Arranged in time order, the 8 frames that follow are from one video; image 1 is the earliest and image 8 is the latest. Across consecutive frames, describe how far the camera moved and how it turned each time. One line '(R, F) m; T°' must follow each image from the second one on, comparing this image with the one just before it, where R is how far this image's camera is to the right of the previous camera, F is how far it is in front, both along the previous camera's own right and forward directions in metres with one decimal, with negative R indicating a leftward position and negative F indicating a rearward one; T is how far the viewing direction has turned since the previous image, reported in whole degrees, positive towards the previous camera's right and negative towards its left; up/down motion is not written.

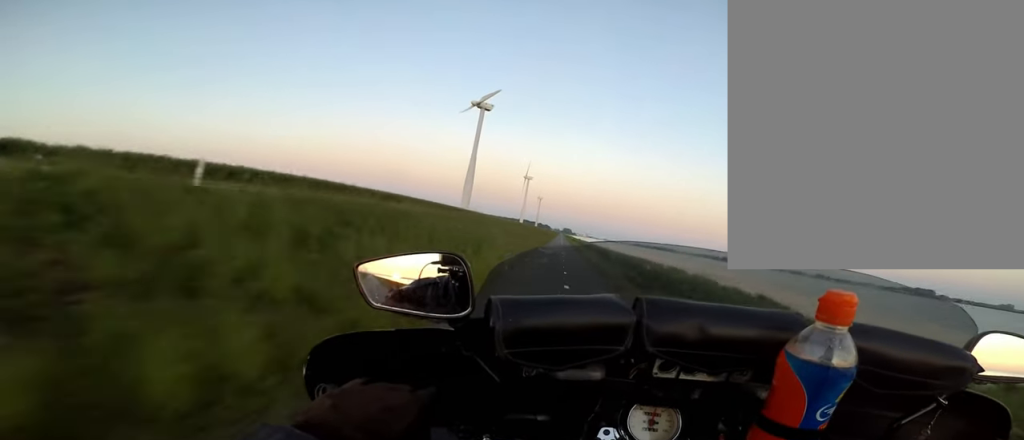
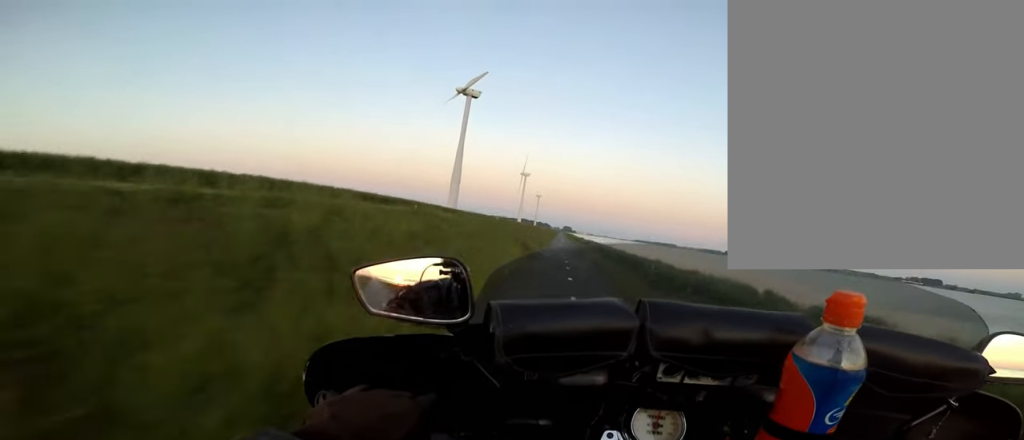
(+0.6, +19.5) m; -2°
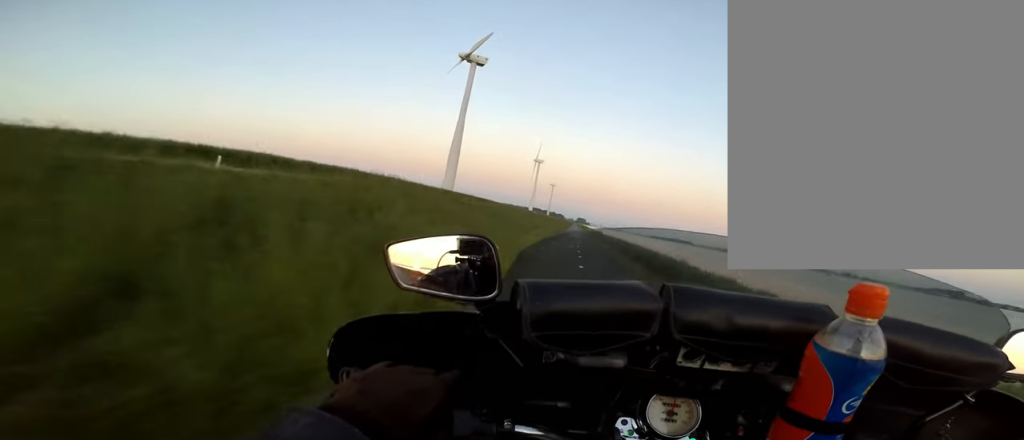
(-1.2, +23.5) m; -2°
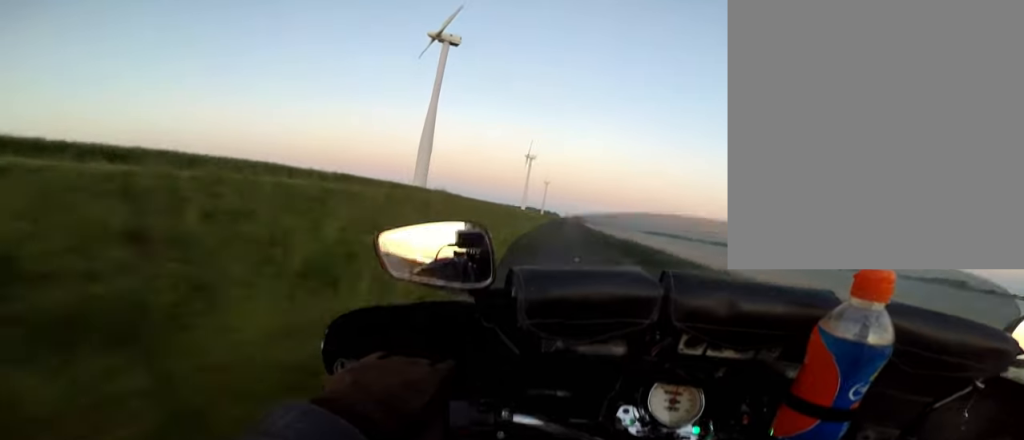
(+0.2, +19.2) m; -2°
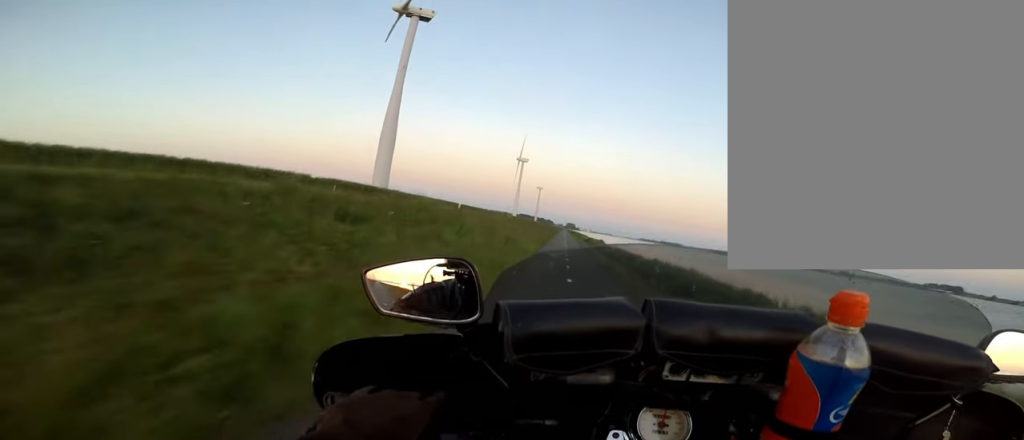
(-0.5, +20.0) m; 0°
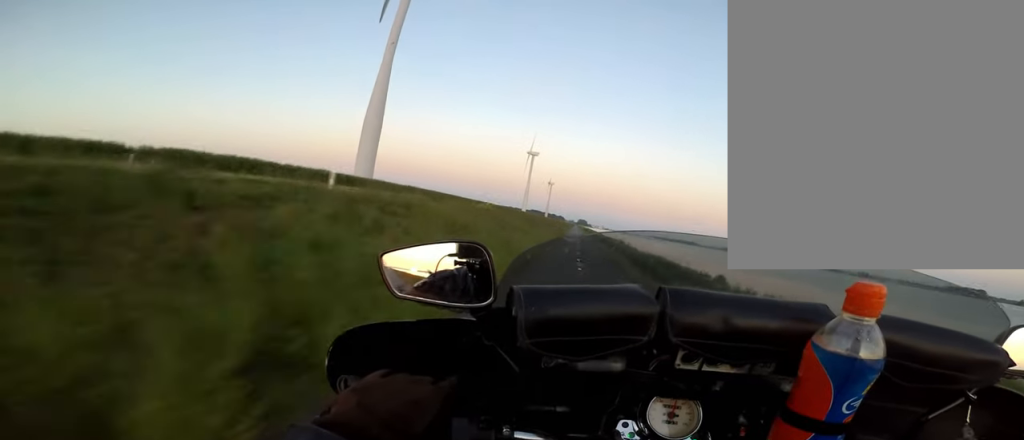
(+0.2, +13.1) m; +3°
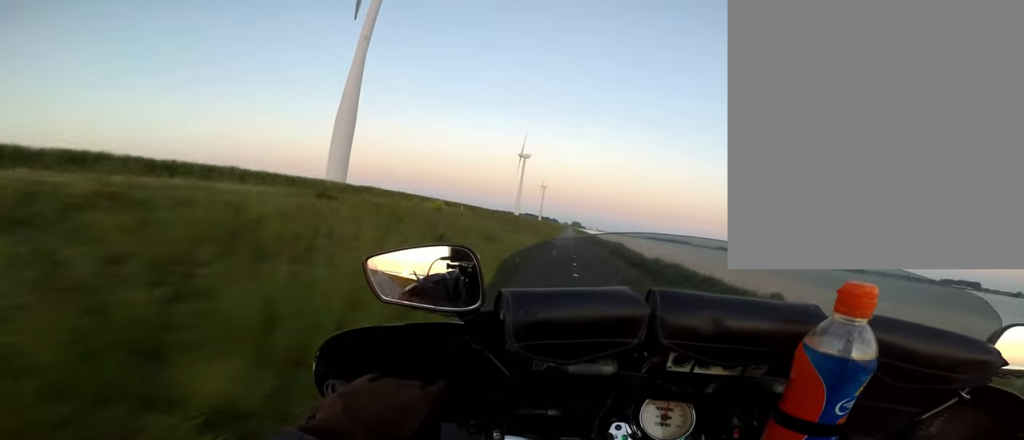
(+0.3, +7.1) m; 0°
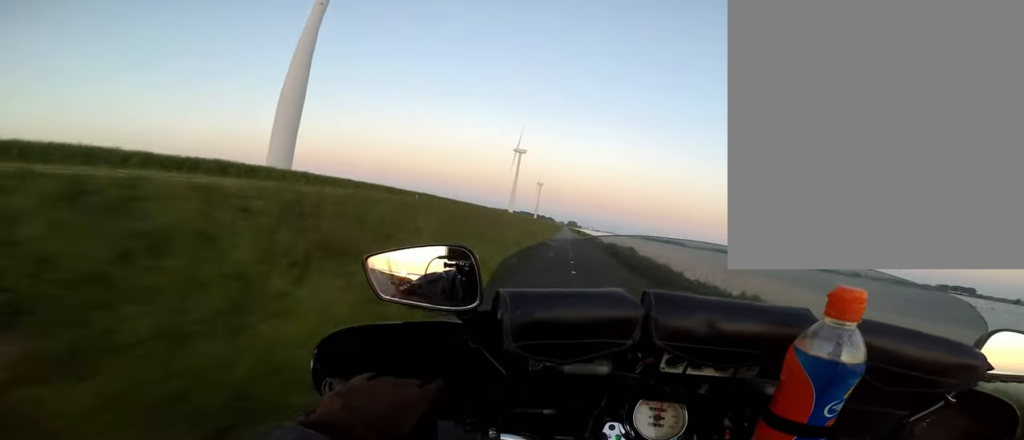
(+0.2, +14.8) m; 0°
